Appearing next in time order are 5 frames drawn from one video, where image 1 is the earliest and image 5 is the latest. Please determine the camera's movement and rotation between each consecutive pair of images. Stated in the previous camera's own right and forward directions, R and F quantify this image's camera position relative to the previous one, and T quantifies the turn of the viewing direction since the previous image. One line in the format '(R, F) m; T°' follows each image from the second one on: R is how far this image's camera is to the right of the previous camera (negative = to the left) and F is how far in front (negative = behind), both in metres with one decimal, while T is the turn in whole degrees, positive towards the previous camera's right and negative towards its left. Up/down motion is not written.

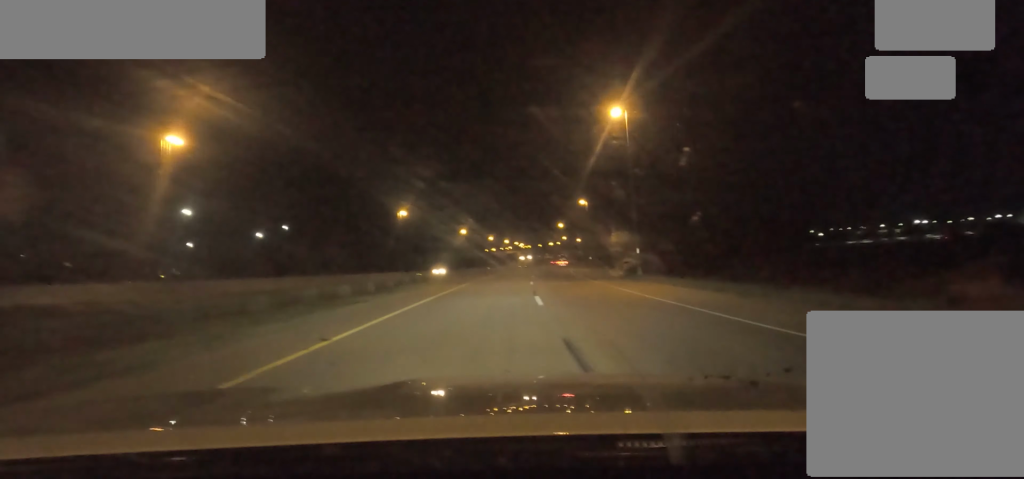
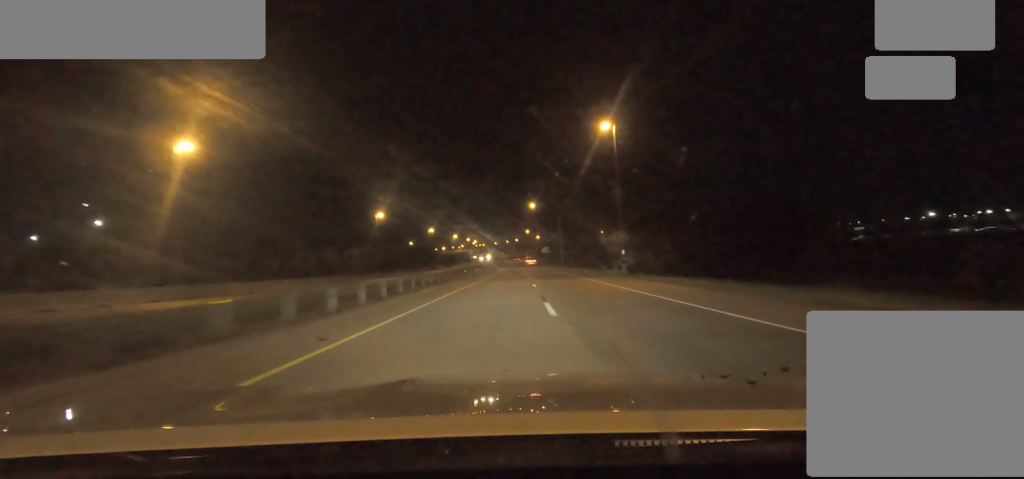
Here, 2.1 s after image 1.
(+4.0, +57.2) m; +5°
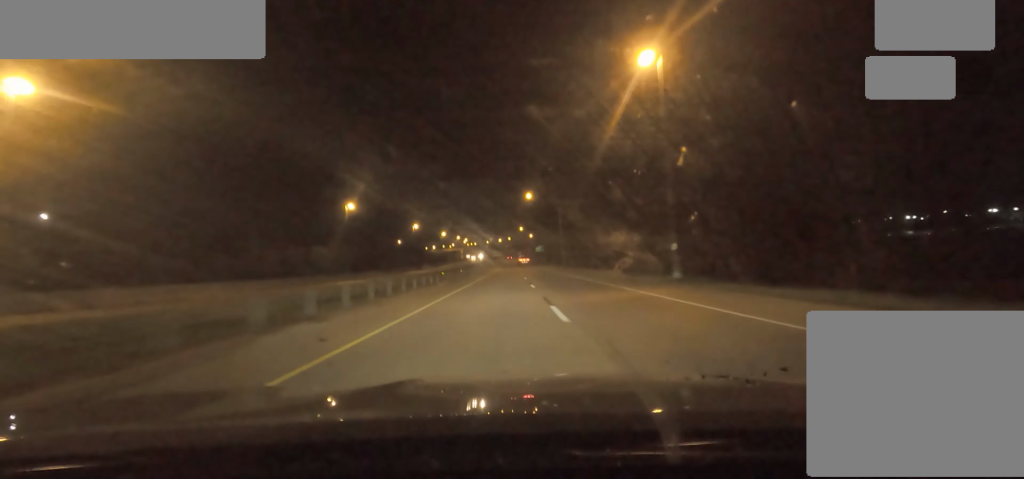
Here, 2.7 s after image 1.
(0.0, +15.3) m; +1°
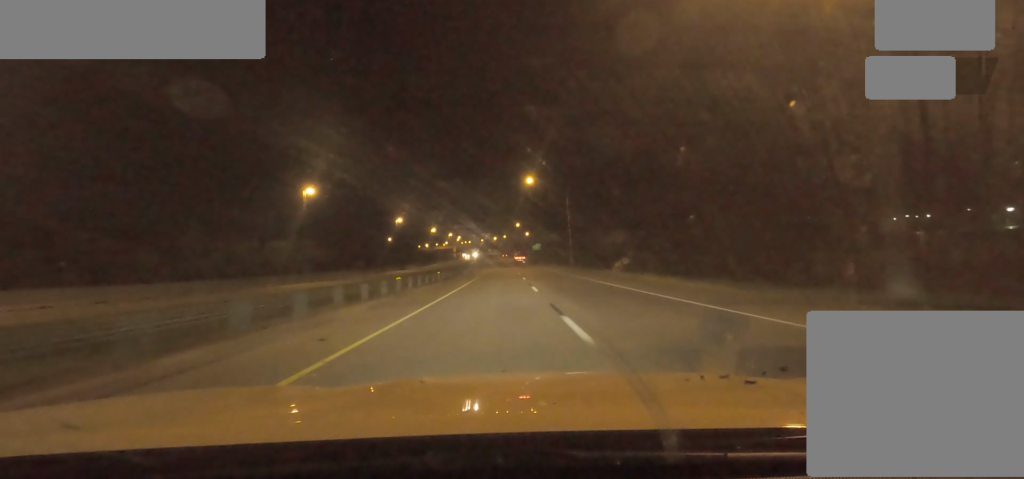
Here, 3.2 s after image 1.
(-0.2, +16.3) m; +1°
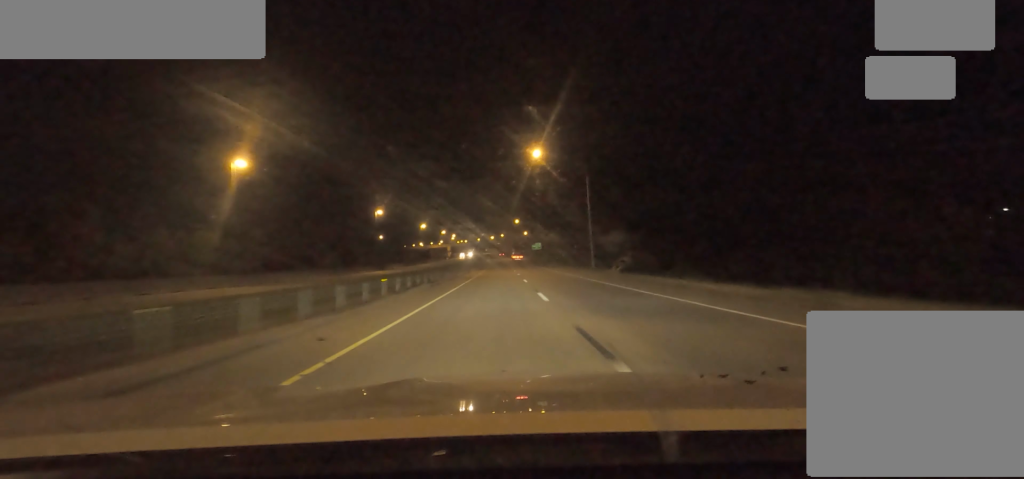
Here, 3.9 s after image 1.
(+0.8, +19.1) m; -1°
